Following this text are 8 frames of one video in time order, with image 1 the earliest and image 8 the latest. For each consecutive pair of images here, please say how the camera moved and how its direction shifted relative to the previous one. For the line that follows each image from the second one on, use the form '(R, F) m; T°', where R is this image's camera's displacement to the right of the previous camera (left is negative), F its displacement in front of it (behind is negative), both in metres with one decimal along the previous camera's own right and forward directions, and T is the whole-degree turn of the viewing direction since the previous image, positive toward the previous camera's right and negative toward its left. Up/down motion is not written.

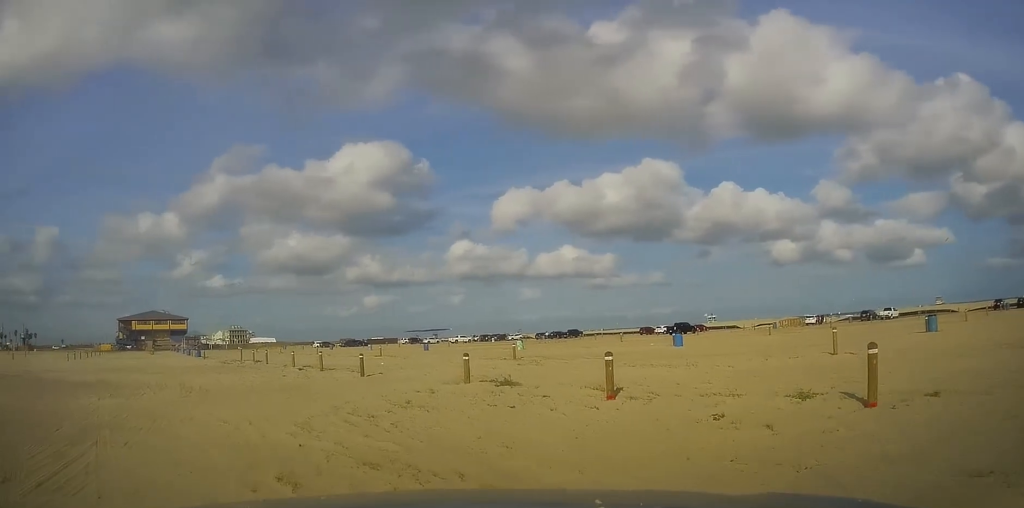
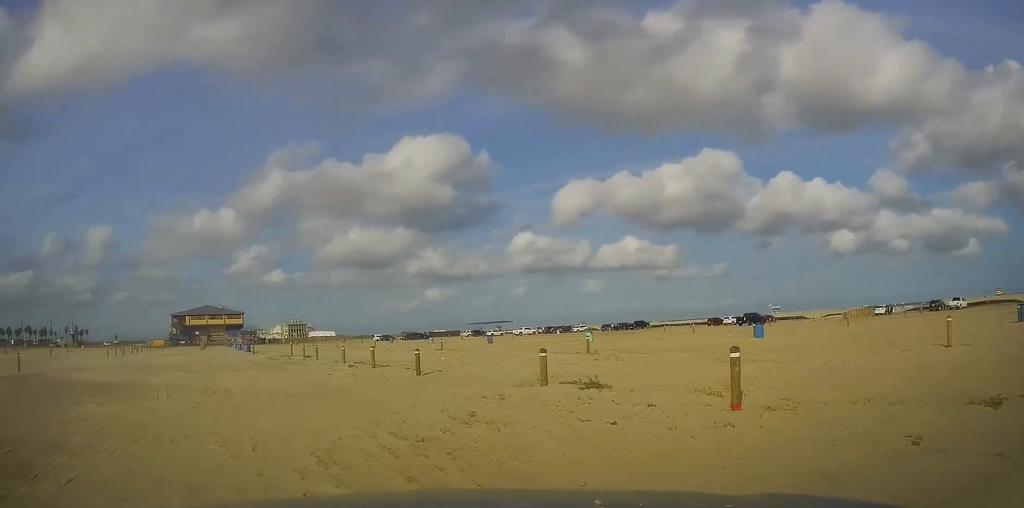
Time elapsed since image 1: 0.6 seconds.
(-0.2, +3.0) m; -6°
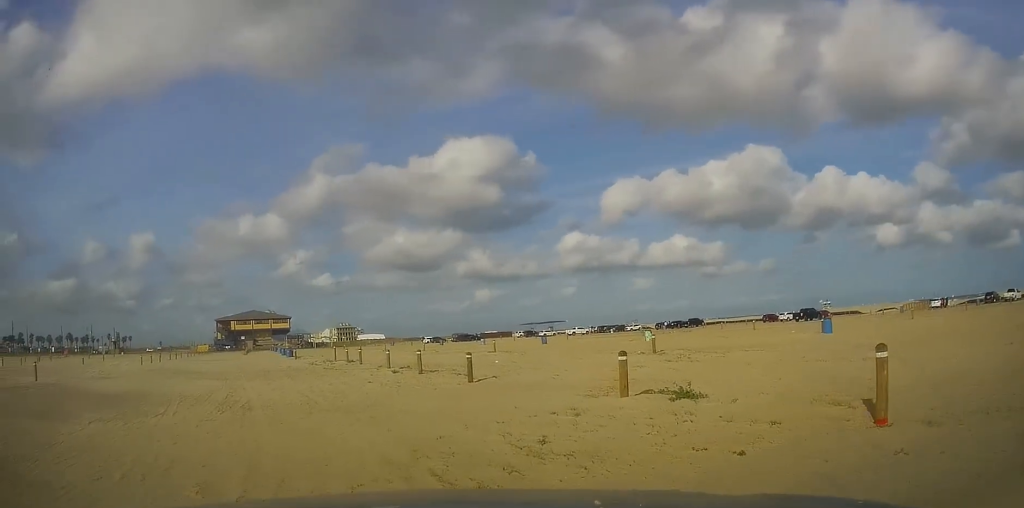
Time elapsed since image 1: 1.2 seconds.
(0.0, +2.4) m; -5°
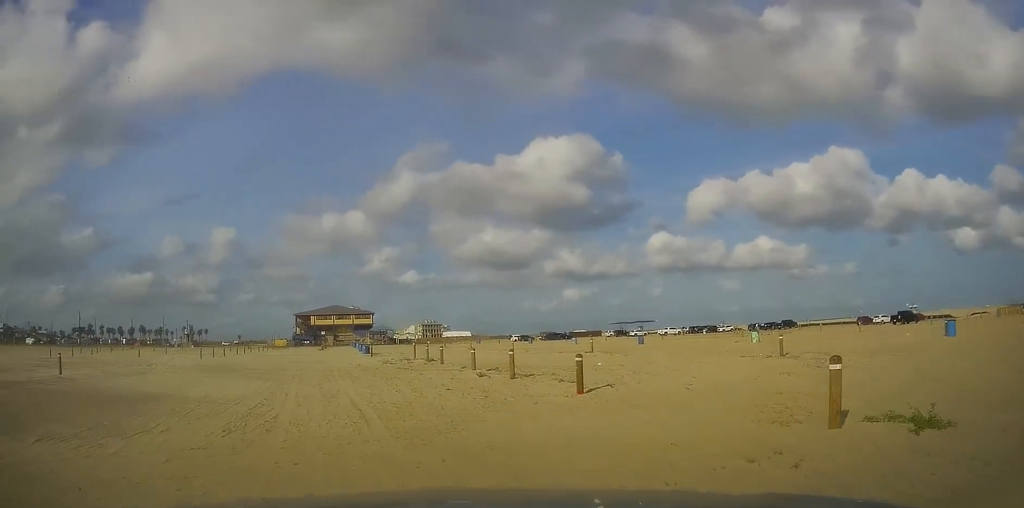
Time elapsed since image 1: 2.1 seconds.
(-0.3, +4.2) m; -13°
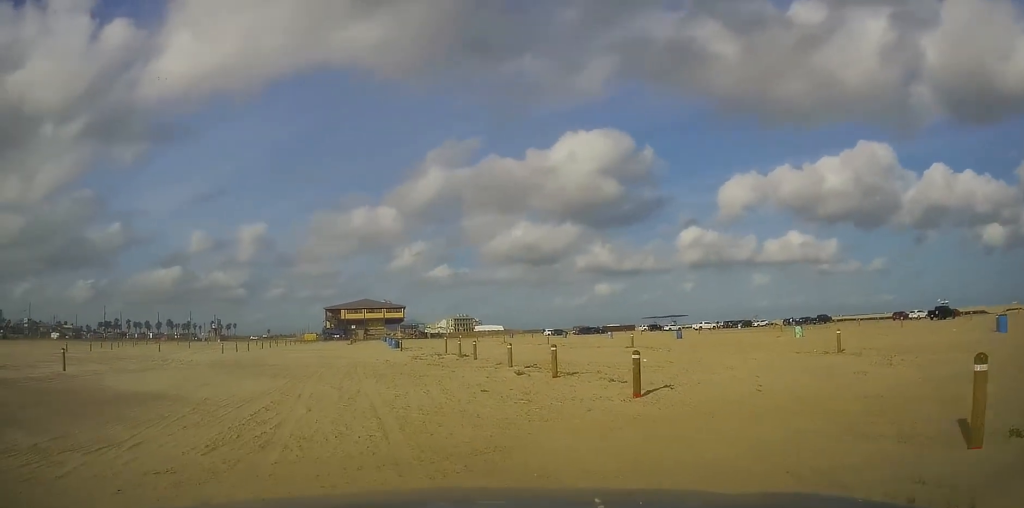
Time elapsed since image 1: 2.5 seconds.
(-0.2, +1.8) m; -3°
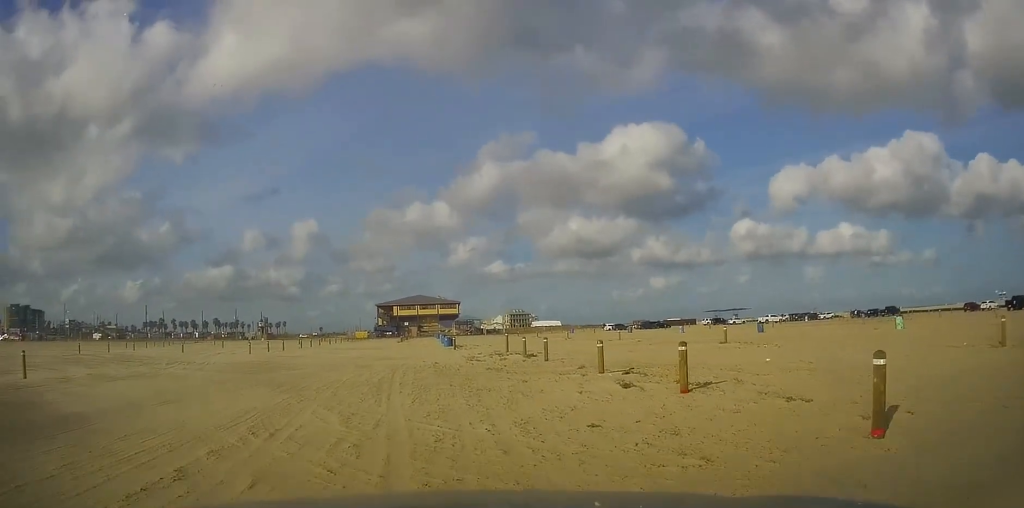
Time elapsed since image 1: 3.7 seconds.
(-0.5, +5.5) m; -4°
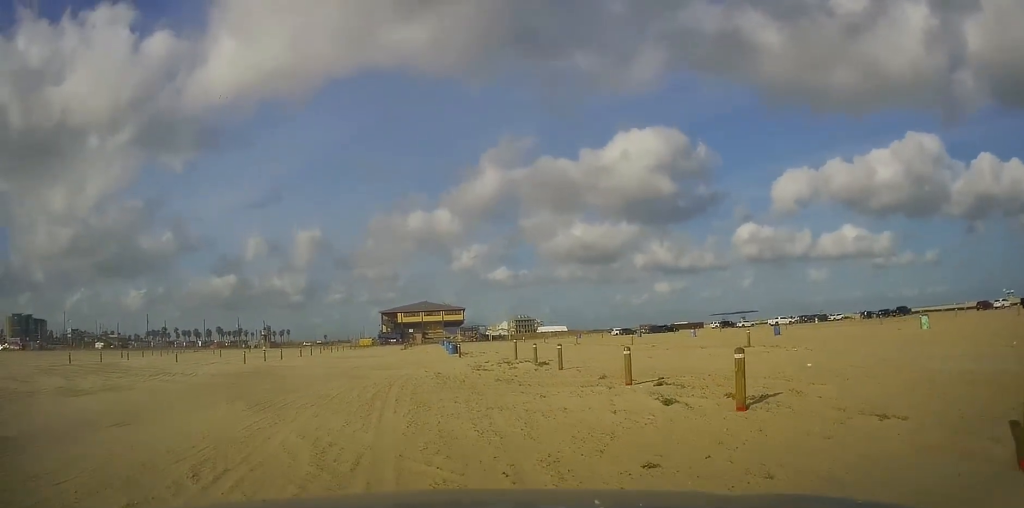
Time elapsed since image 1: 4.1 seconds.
(0.0, +2.0) m; 0°
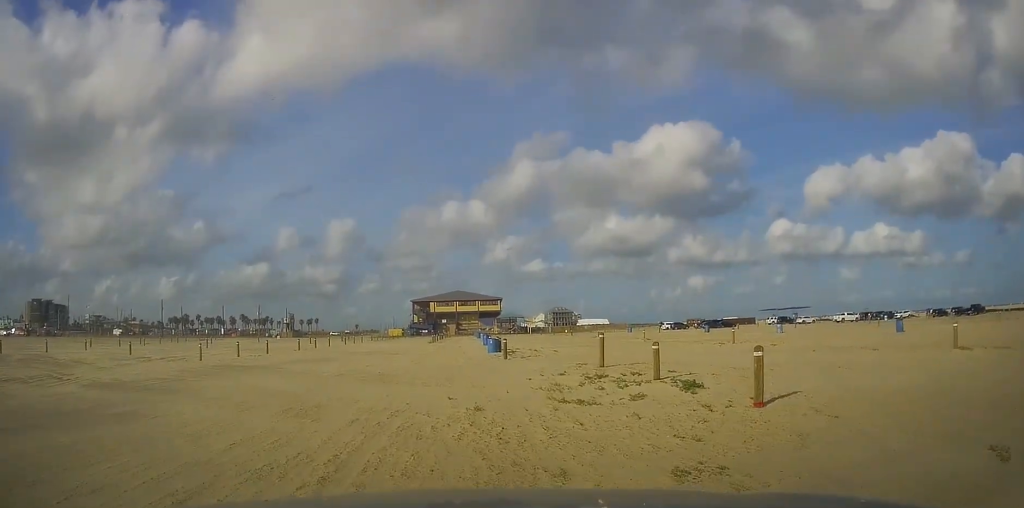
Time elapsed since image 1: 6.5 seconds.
(-1.1, +12.2) m; -7°
